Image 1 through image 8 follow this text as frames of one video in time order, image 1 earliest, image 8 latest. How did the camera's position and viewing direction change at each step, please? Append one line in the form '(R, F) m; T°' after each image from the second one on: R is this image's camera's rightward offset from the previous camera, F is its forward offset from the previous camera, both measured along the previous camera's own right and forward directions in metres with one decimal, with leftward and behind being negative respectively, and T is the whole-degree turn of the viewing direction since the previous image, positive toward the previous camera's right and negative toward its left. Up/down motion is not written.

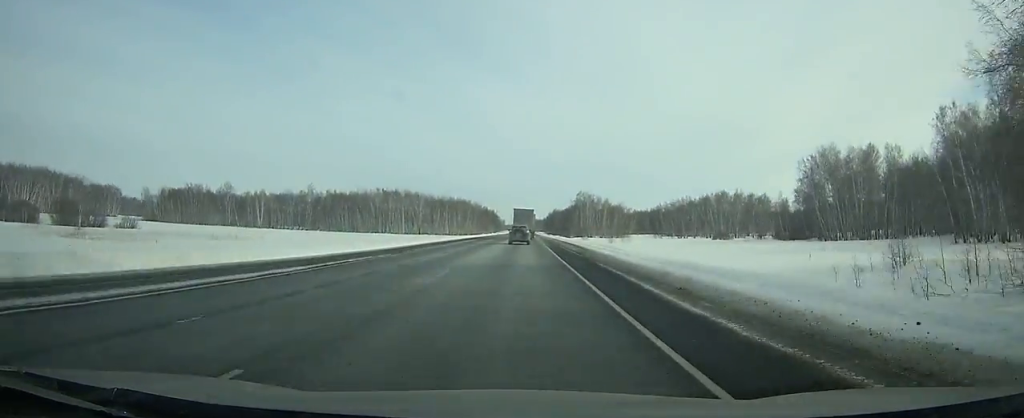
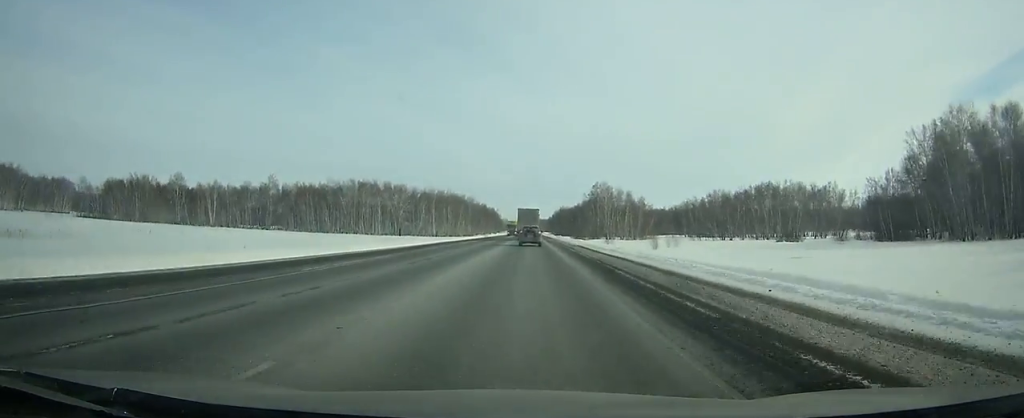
(-0.1, +46.9) m; 0°
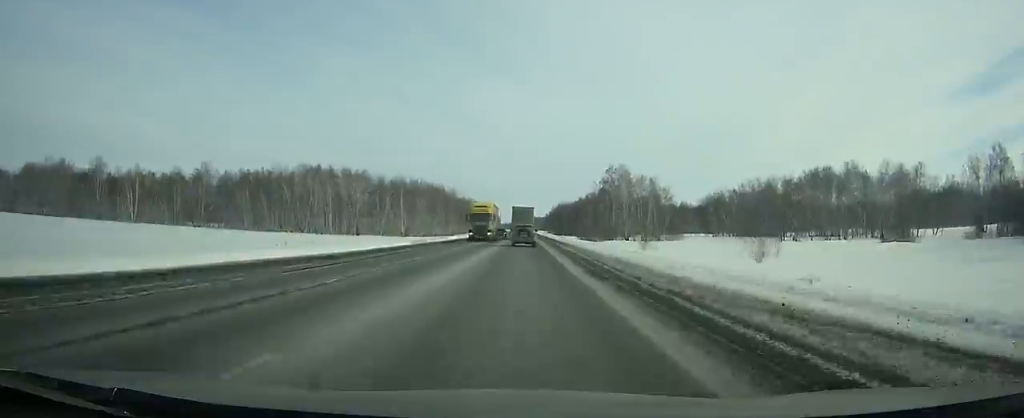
(0.0, +49.2) m; 0°
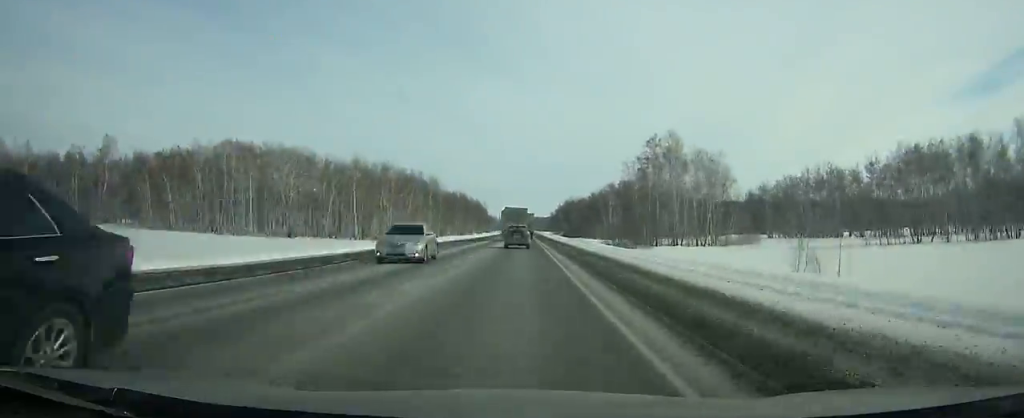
(0.0, +51.3) m; 0°
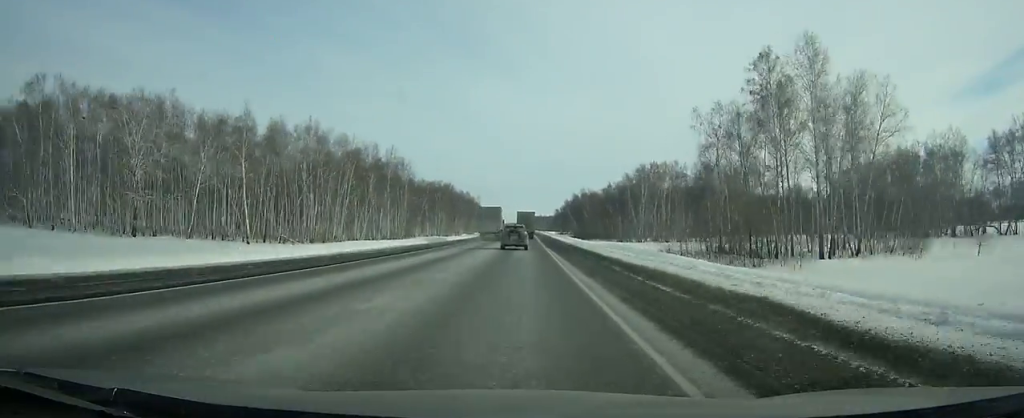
(-0.2, +51.1) m; 0°
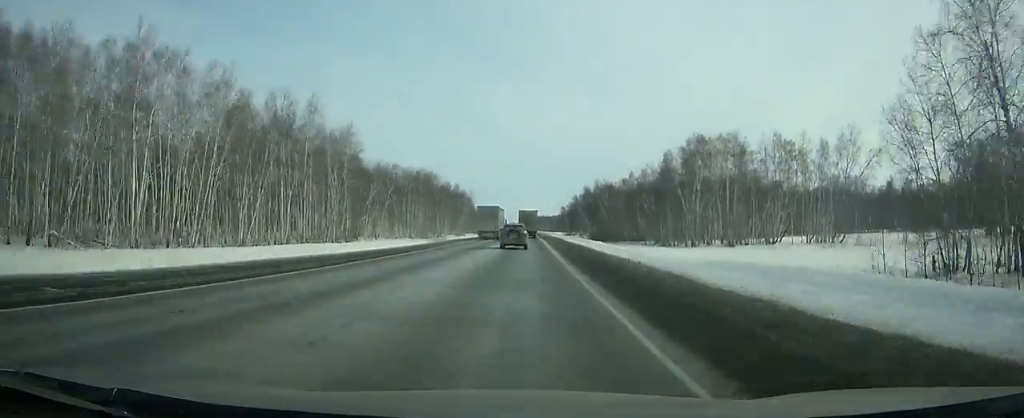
(0.0, +43.6) m; 0°
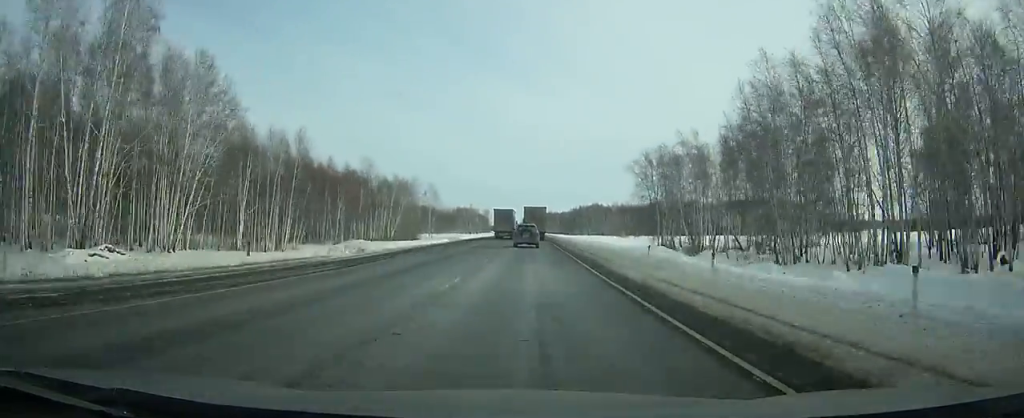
(+0.2, +210.9) m; 0°
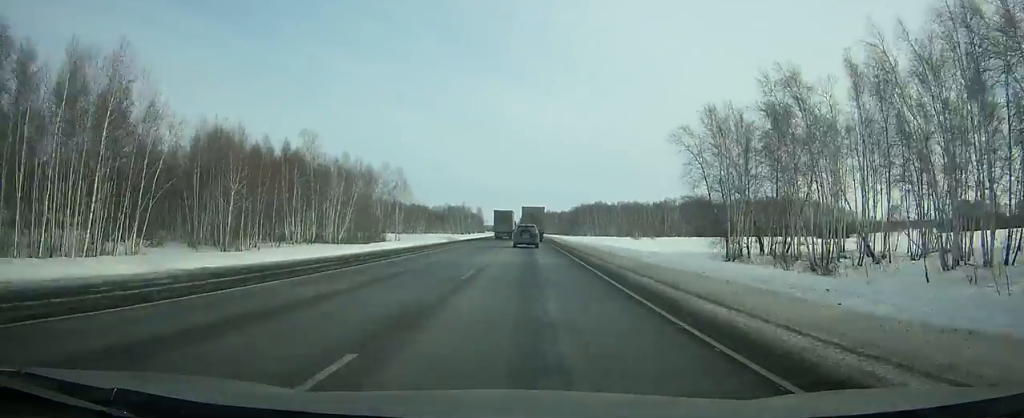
(-0.1, +32.5) m; 0°
